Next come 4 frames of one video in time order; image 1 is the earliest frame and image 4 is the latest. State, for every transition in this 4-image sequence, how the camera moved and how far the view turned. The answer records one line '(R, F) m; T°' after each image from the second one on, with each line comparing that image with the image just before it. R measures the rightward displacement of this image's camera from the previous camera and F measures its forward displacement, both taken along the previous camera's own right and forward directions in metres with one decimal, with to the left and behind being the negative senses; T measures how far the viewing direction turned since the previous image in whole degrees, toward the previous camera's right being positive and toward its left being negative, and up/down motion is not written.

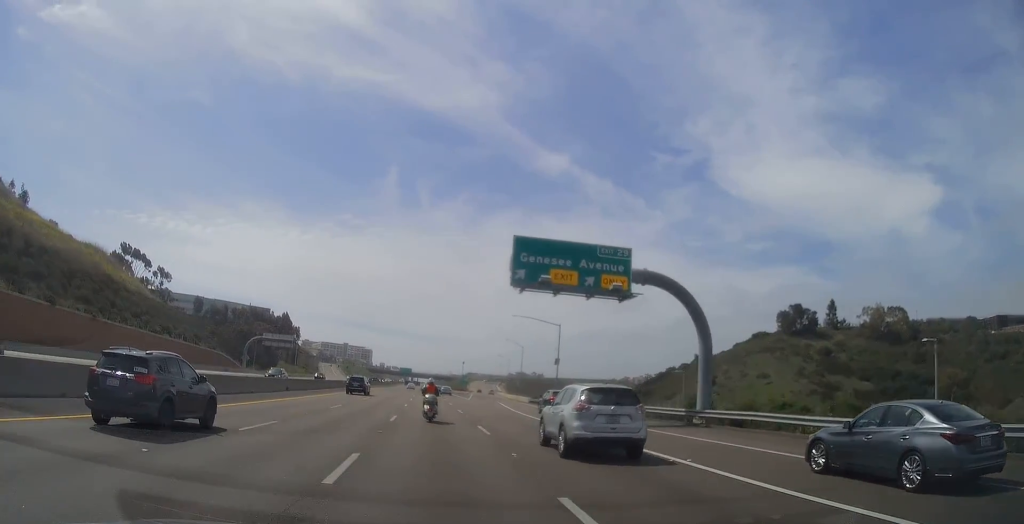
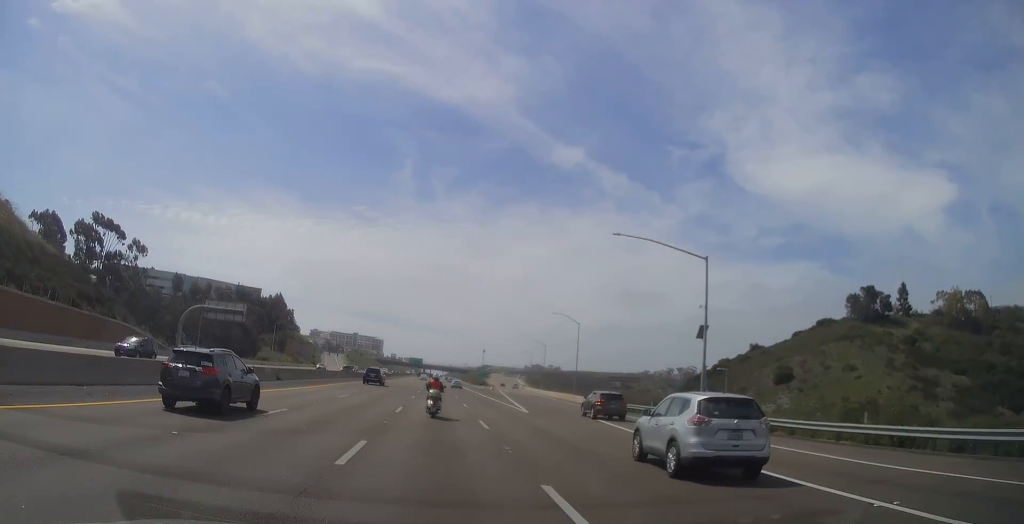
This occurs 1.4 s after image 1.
(-0.8, +42.7) m; -3°
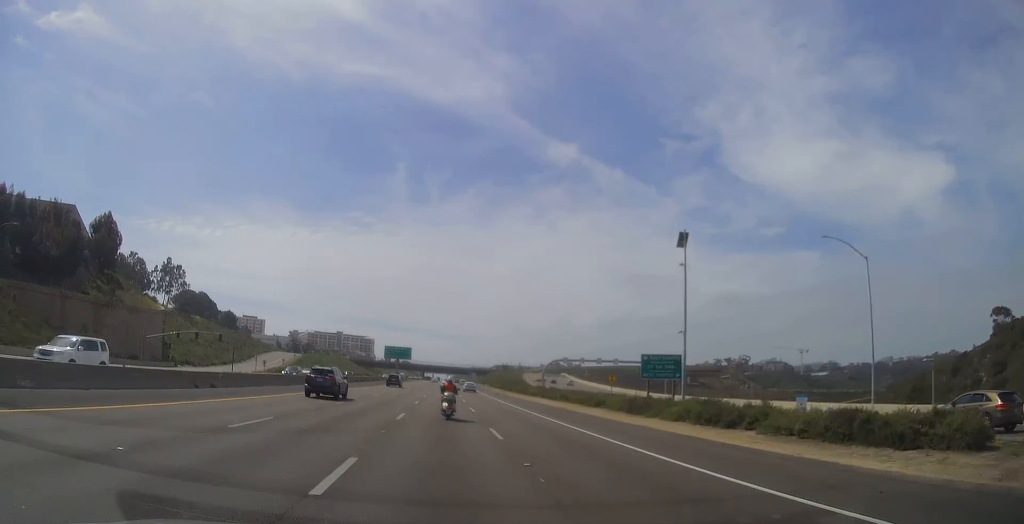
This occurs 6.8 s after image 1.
(-0.5, +164.5) m; 0°
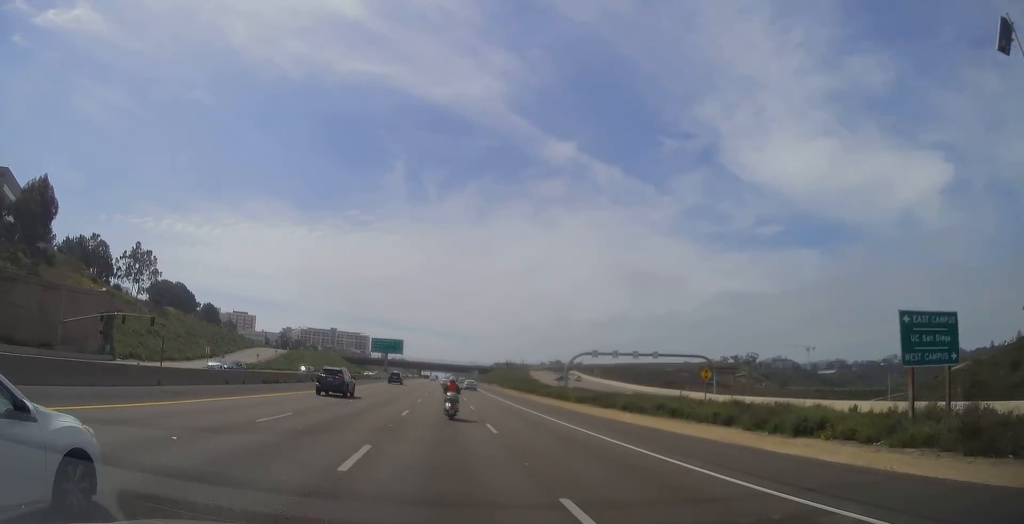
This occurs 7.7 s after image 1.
(-0.5, +26.9) m; 0°
